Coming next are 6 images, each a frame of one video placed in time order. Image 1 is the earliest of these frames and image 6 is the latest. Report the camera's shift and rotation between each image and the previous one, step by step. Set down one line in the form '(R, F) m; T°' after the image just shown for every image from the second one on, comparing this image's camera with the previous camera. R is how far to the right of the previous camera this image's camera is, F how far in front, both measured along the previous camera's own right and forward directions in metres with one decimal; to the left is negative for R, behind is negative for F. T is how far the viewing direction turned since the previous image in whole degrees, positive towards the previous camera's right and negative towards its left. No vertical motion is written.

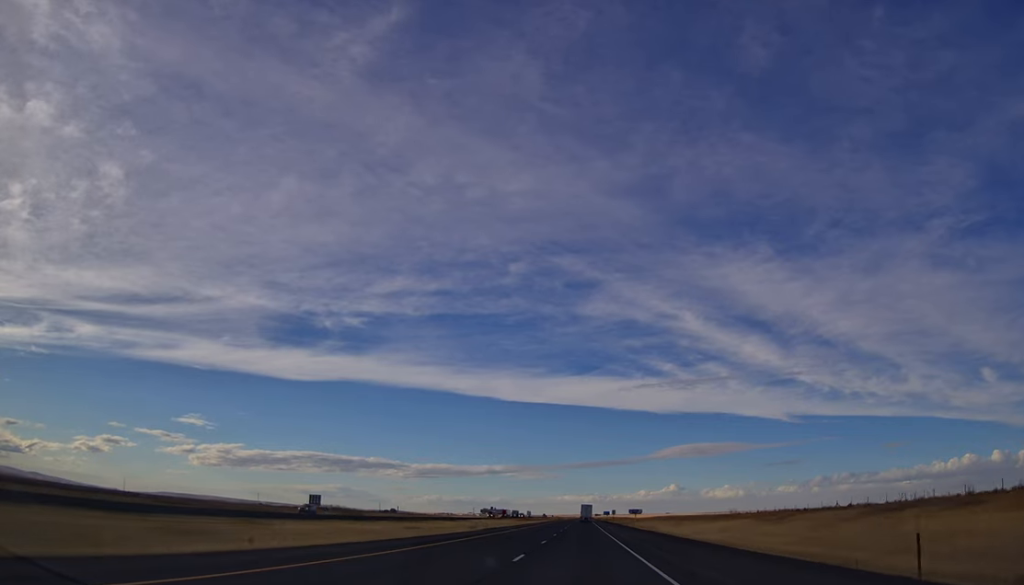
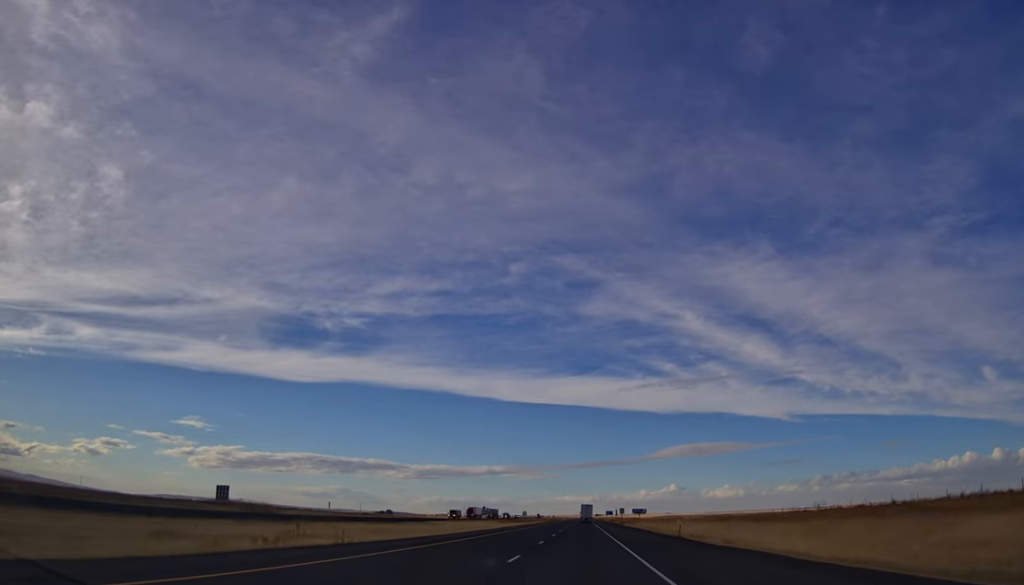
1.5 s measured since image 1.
(-0.1, +49.5) m; 0°
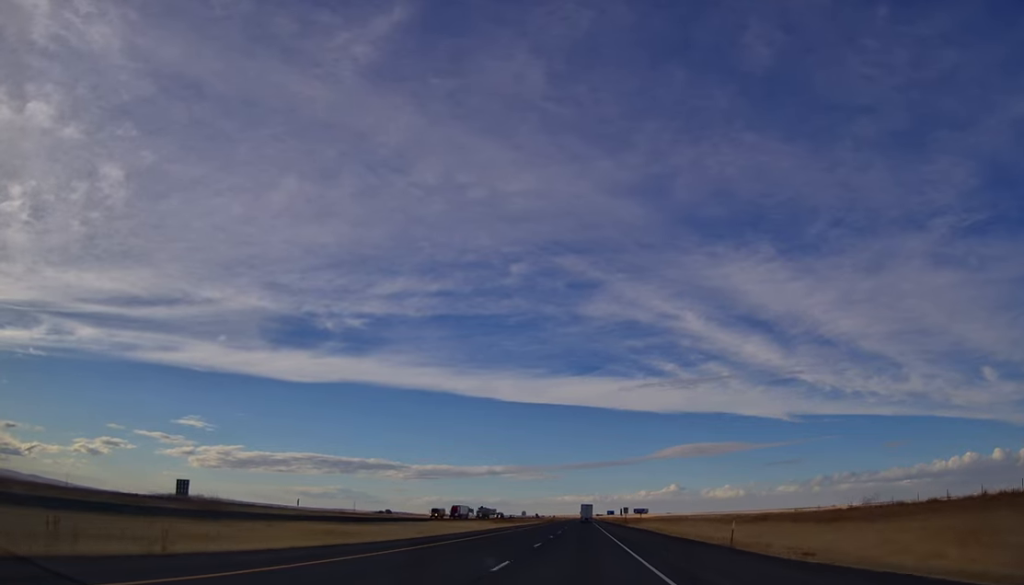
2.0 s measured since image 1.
(+0.2, +15.1) m; 0°
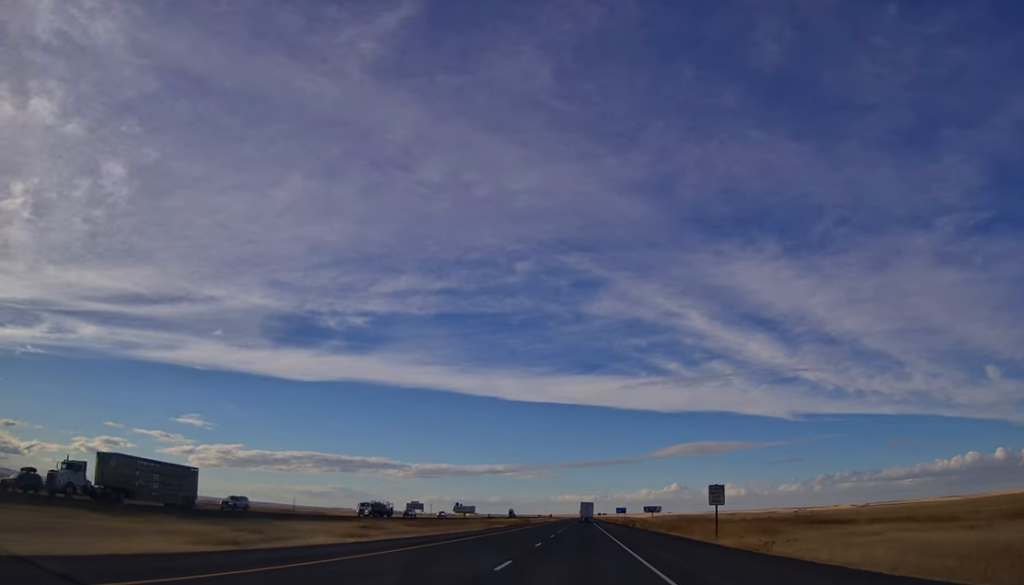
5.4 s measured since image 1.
(-1.6, +109.7) m; -1°
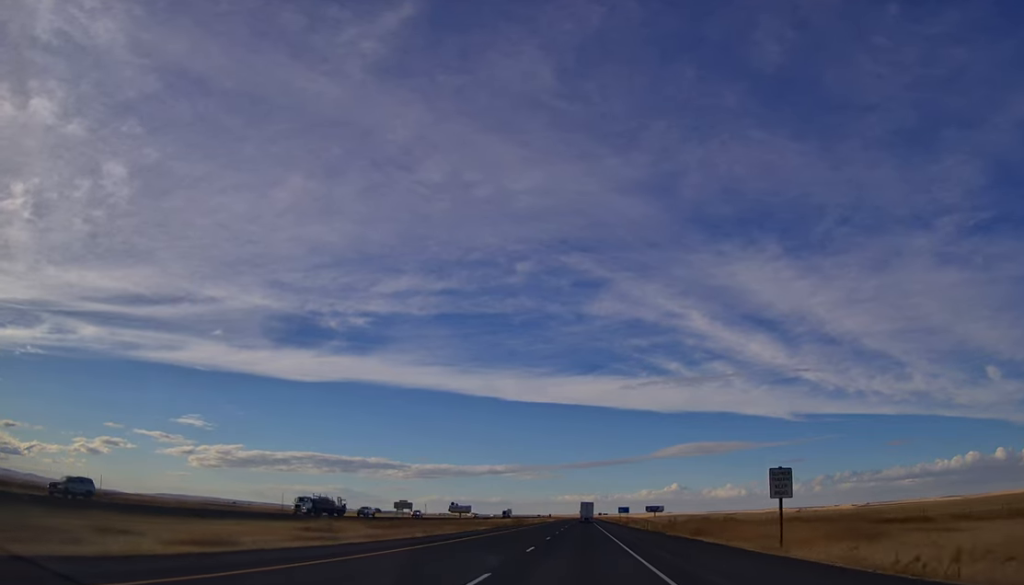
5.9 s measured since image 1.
(+0.2, +16.4) m; 0°
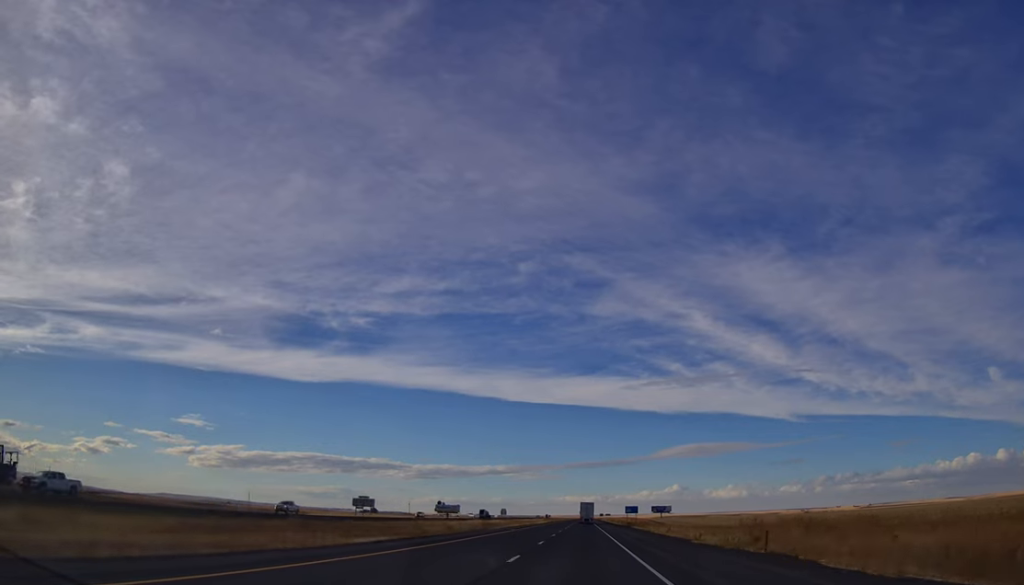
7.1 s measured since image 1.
(0.0, +41.7) m; 0°
